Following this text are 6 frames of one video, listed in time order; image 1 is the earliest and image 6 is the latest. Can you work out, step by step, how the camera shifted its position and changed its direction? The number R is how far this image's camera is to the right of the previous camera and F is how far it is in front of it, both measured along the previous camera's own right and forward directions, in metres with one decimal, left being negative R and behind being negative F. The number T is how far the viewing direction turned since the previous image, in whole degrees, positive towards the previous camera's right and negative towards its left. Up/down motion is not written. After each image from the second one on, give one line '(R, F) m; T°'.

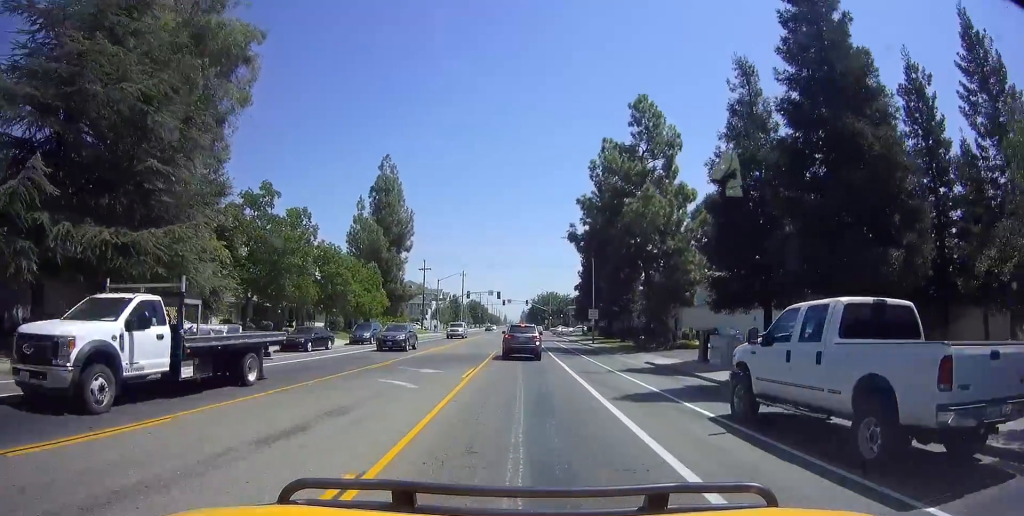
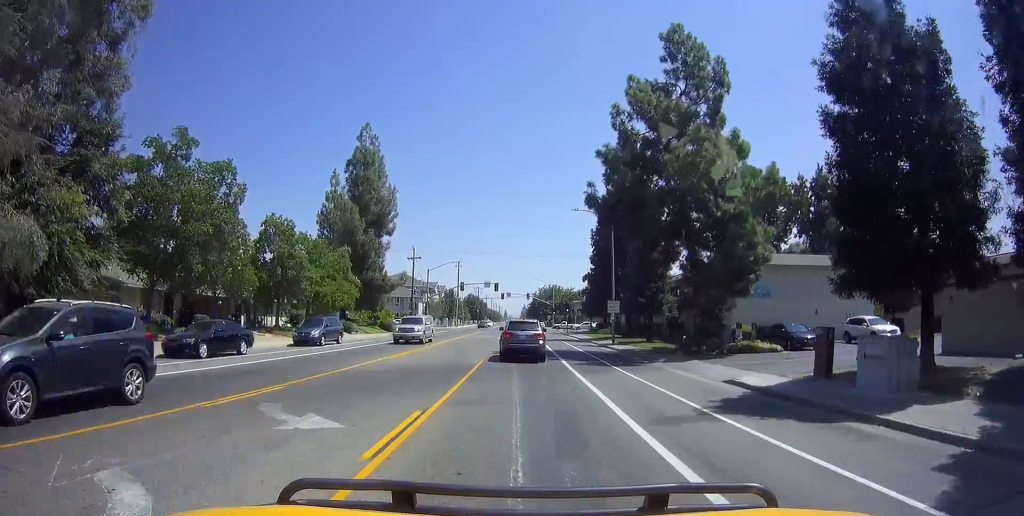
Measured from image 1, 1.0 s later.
(0.0, +10.6) m; 0°
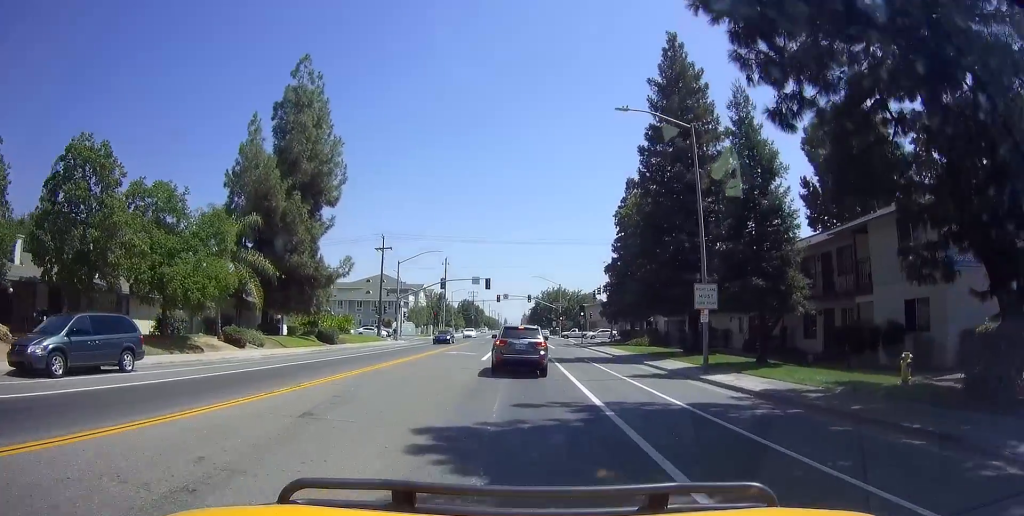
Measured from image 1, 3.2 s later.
(-0.3, +20.4) m; 0°
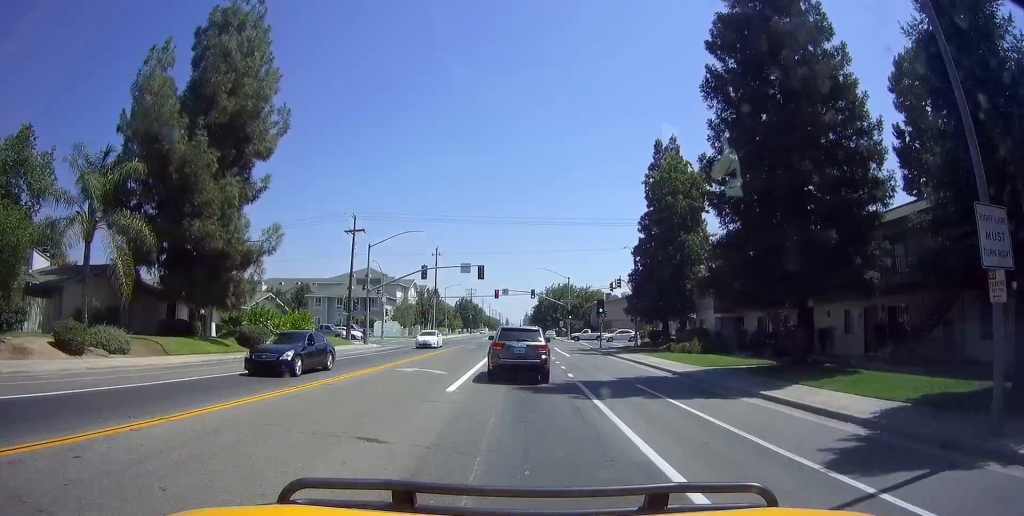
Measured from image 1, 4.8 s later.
(+0.1, +12.7) m; 0°
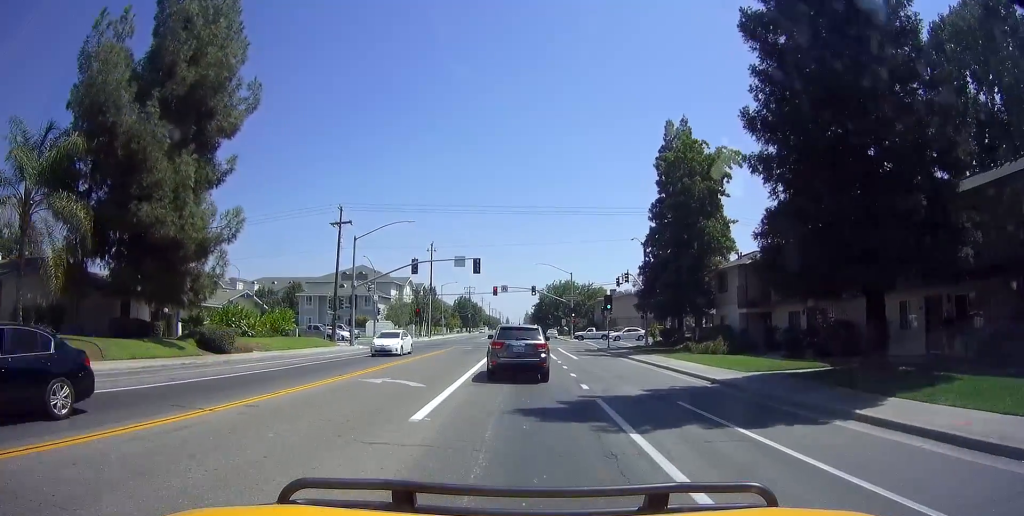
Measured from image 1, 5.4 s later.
(0.0, +4.3) m; -1°
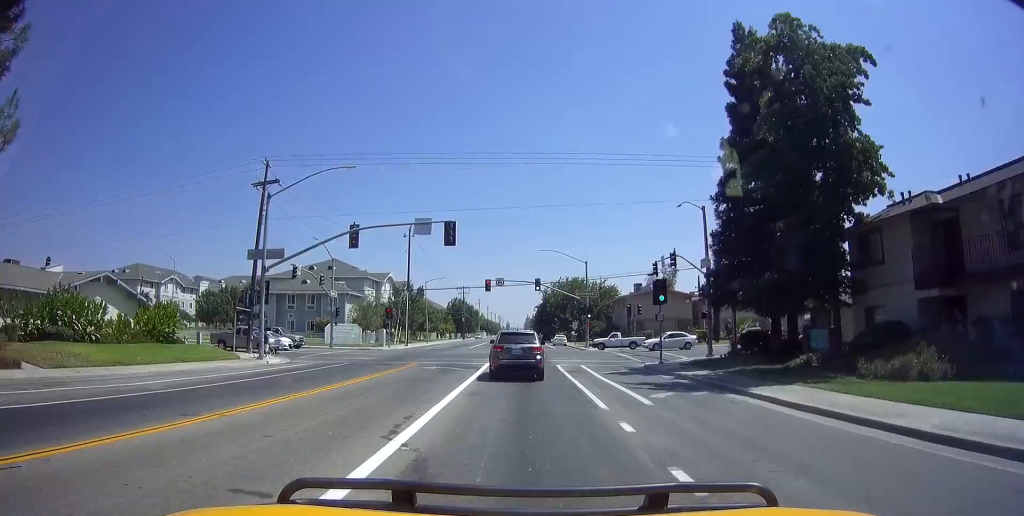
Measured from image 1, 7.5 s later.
(-0.4, +16.1) m; -3°
